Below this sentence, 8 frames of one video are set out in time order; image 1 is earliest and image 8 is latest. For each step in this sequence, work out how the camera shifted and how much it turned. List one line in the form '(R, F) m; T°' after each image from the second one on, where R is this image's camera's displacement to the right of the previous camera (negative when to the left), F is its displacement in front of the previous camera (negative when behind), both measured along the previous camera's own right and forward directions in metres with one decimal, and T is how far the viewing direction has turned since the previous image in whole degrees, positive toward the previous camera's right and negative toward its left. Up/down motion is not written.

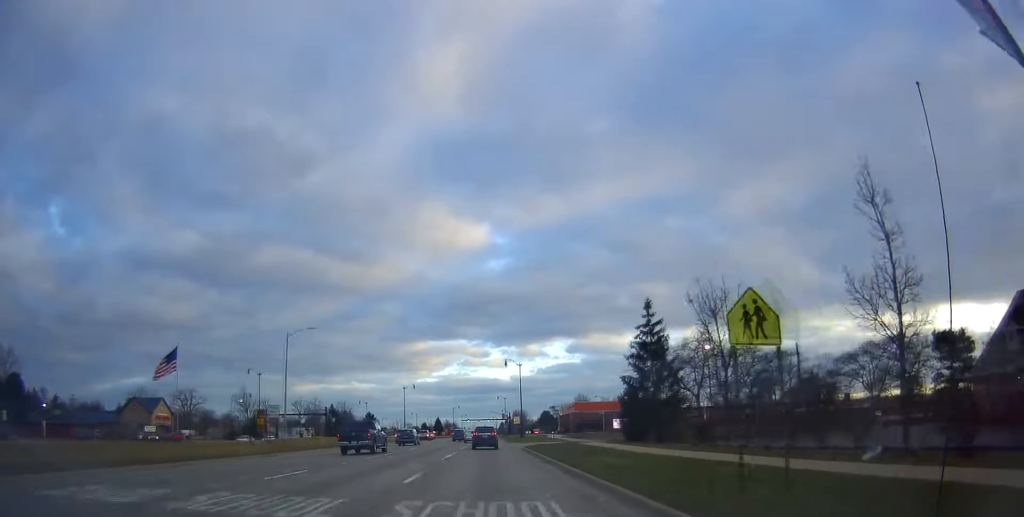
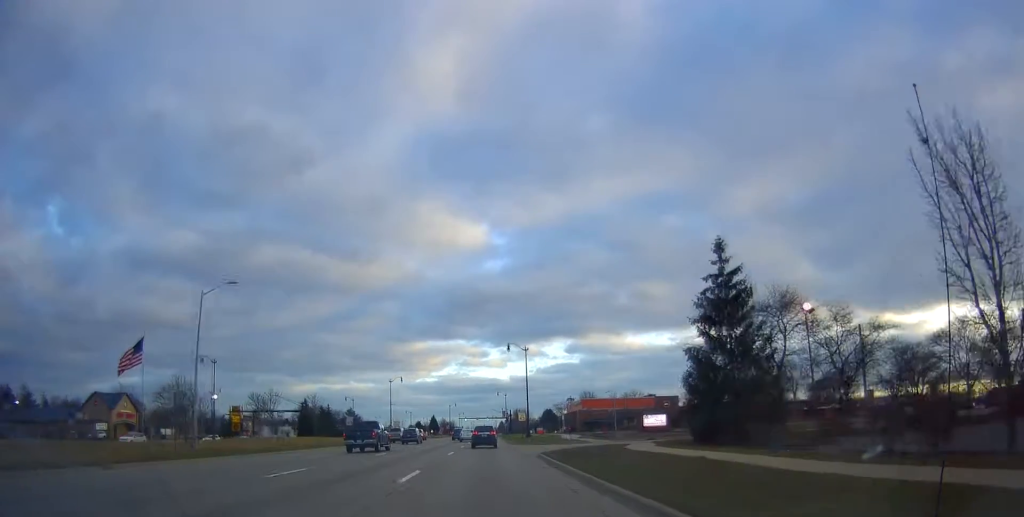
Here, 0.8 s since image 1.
(+0.3, +15.2) m; +1°
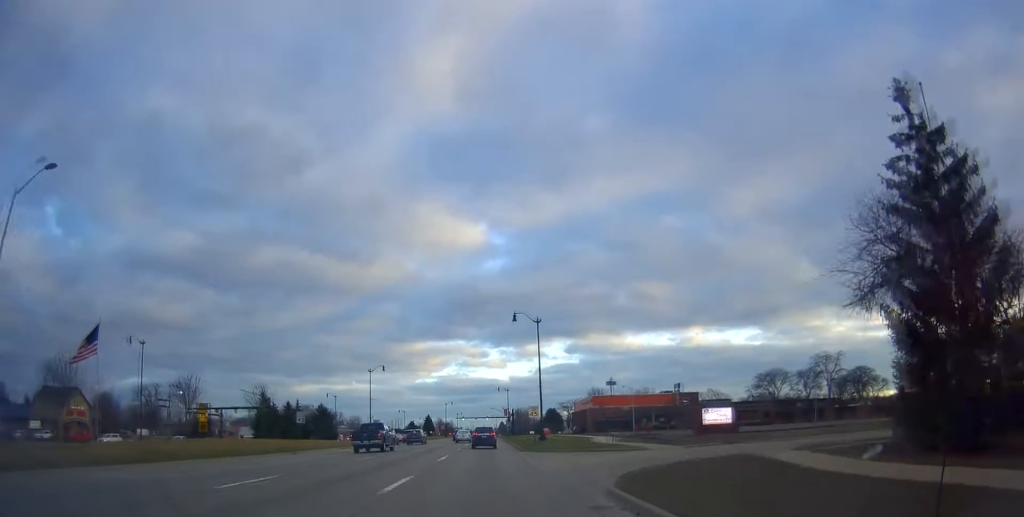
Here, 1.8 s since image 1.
(0.0, +17.2) m; -2°
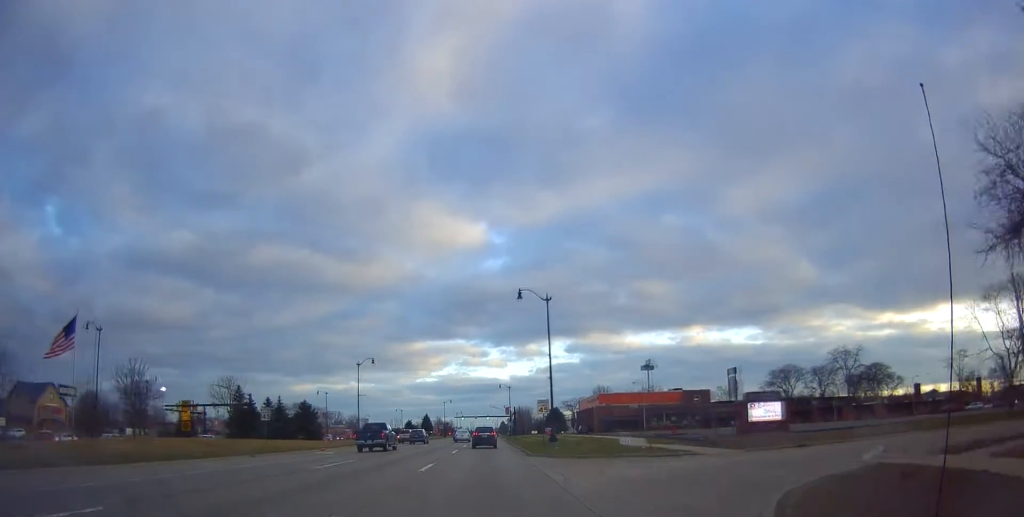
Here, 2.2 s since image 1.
(-0.2, +8.0) m; 0°
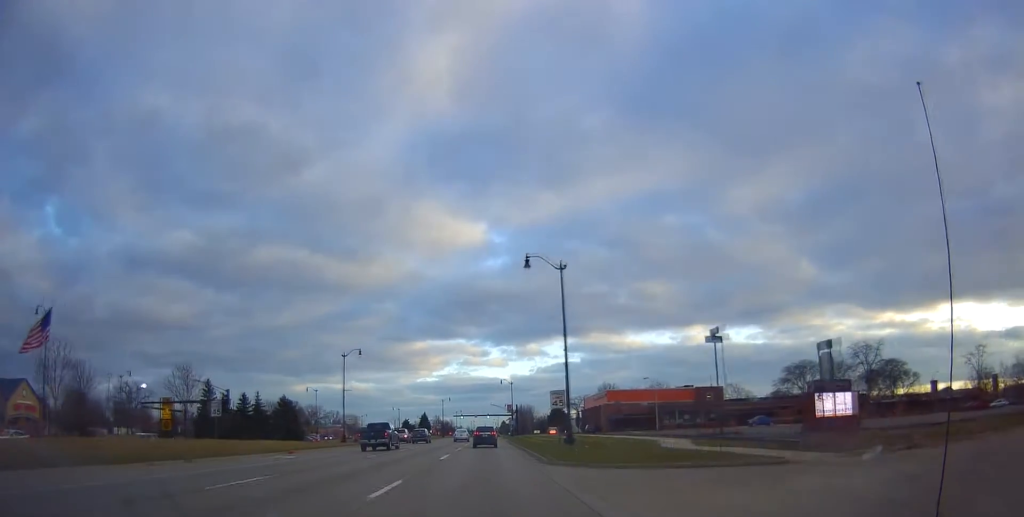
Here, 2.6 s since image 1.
(-0.3, +8.0) m; 0°
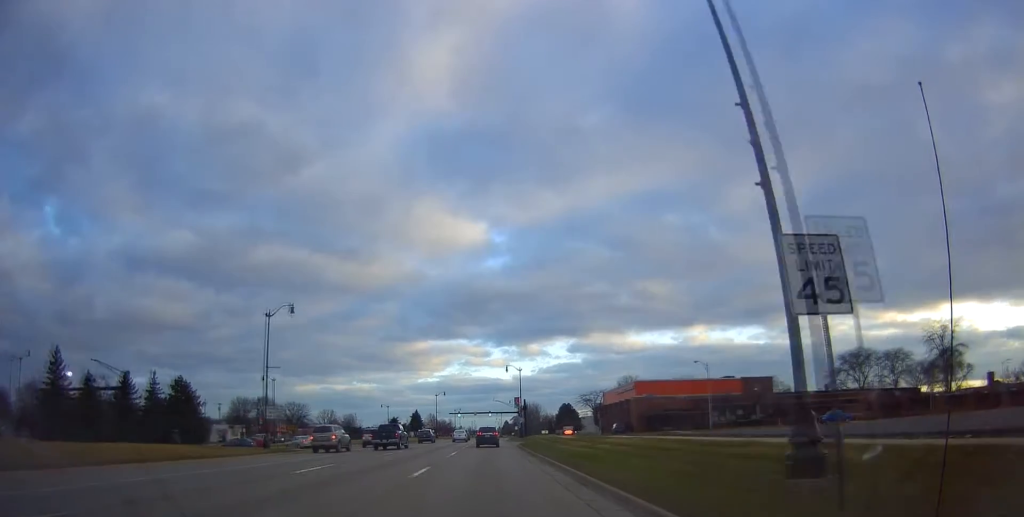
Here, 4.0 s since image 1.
(+0.7, +24.8) m; +2°
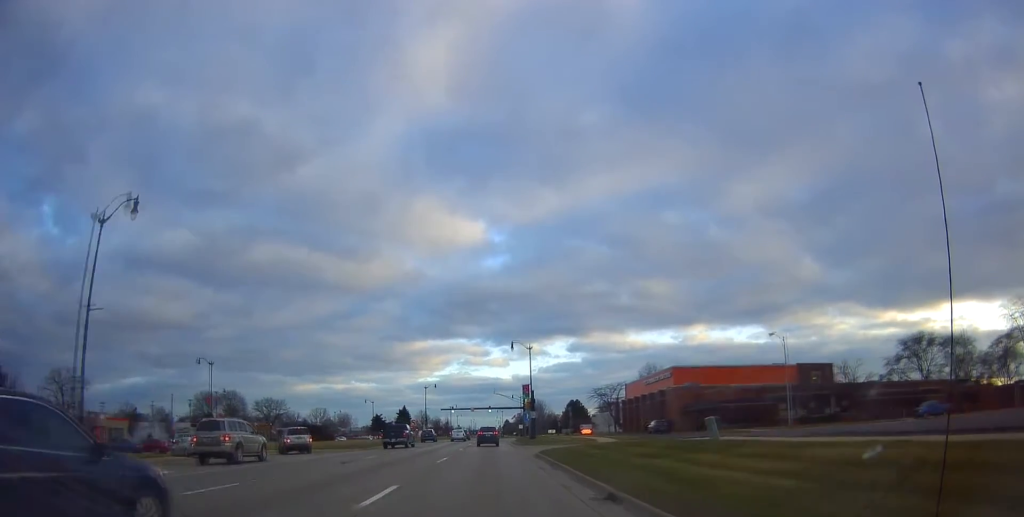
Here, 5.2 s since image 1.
(-0.4, +22.5) m; -2°
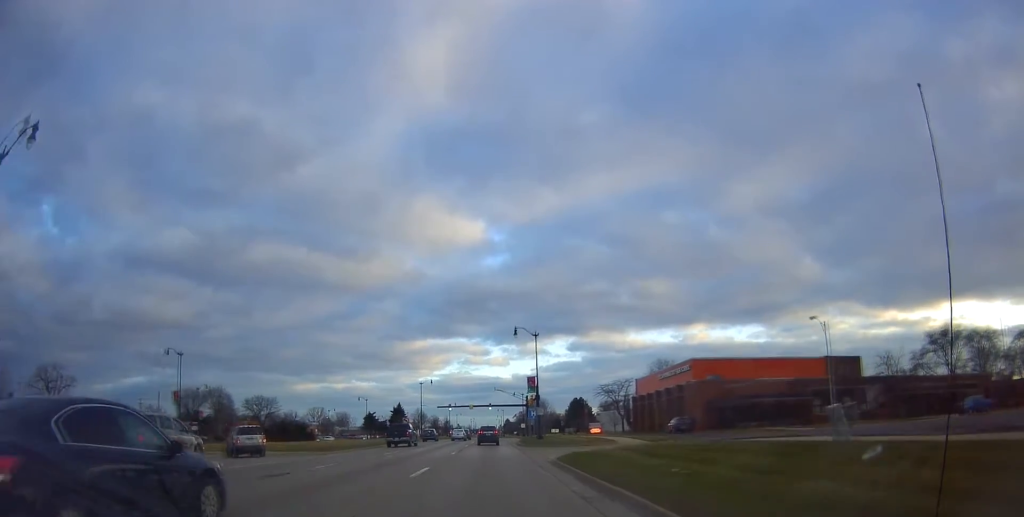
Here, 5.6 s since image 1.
(-0.3, +8.2) m; 0°
